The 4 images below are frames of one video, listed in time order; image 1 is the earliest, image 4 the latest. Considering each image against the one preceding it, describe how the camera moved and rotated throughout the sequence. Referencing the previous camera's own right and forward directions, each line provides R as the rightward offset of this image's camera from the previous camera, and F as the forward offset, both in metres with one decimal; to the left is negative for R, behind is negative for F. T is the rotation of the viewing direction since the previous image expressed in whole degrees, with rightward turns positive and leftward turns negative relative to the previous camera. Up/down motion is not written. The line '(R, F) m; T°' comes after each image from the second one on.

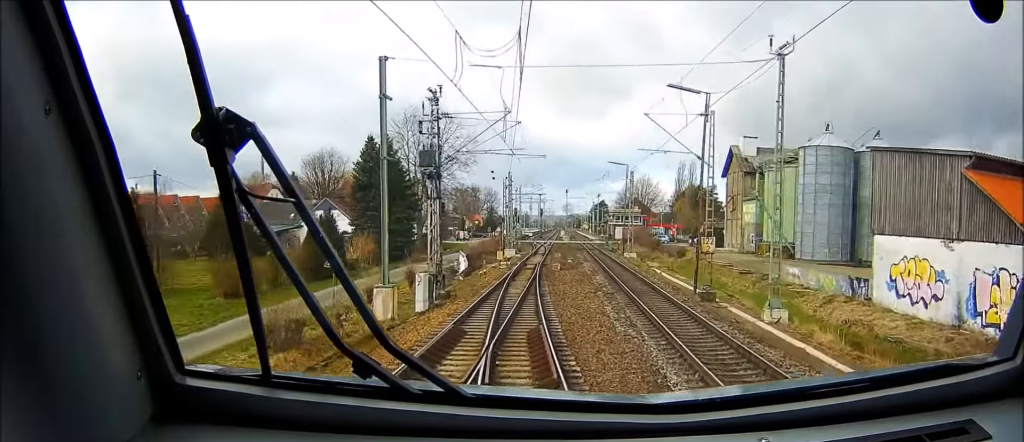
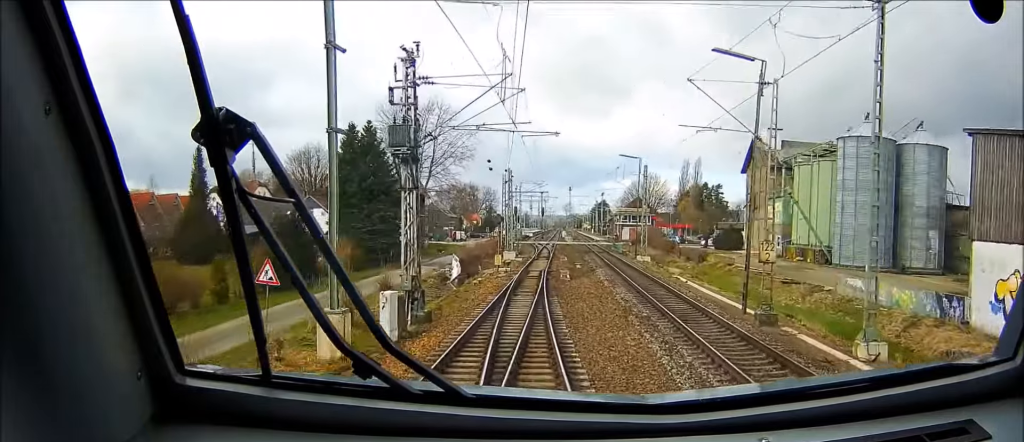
(+0.2, +8.0) m; -2°
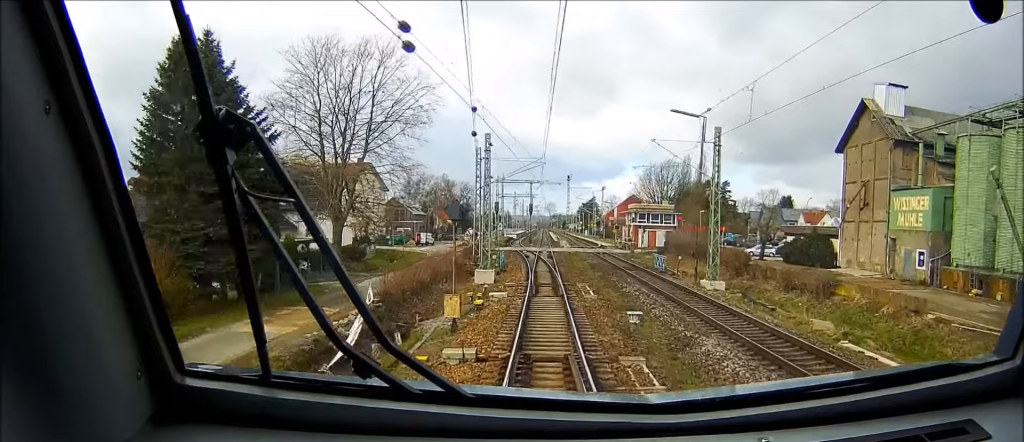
(-0.8, +27.4) m; +1°
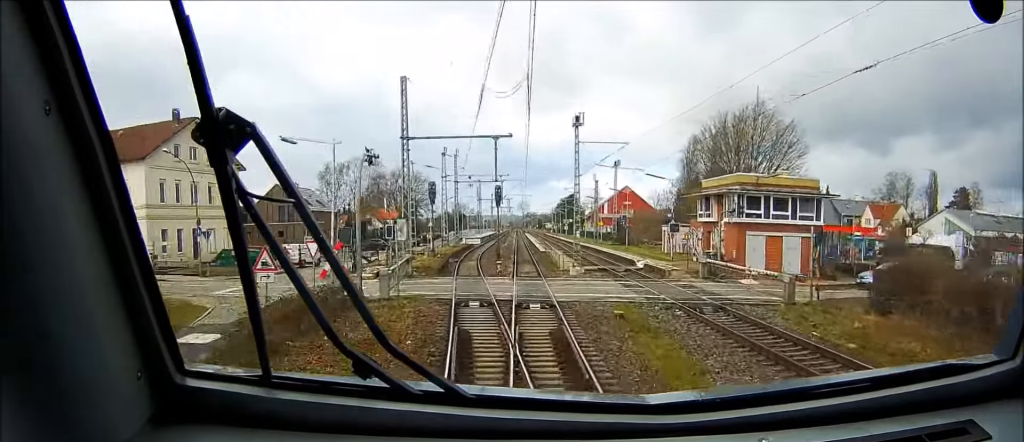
(+2.9, +47.4) m; +6°
